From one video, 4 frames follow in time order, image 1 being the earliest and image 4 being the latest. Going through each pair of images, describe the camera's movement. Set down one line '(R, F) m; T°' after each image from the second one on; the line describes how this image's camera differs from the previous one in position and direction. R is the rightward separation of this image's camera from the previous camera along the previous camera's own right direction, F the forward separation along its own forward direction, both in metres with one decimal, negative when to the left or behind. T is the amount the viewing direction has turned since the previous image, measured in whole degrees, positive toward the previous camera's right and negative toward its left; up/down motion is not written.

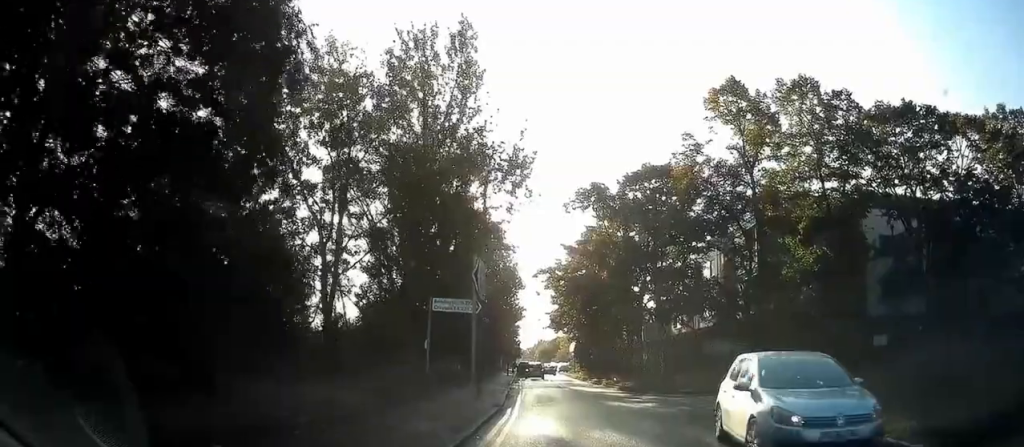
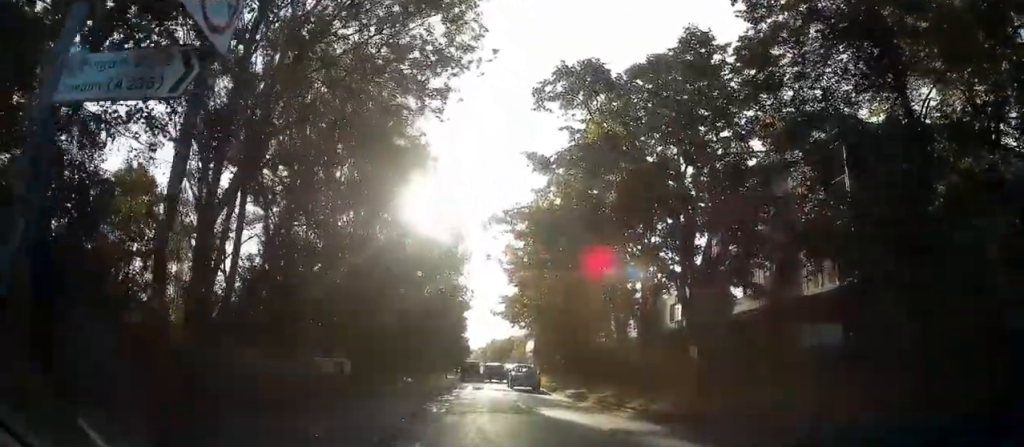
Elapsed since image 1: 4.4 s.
(+1.0, +15.1) m; +21°
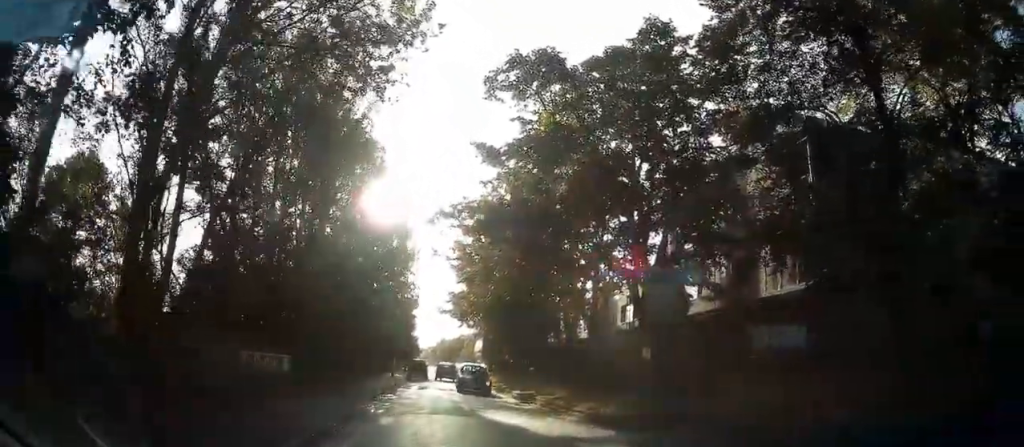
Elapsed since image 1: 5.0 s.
(0.0, +0.9) m; +8°
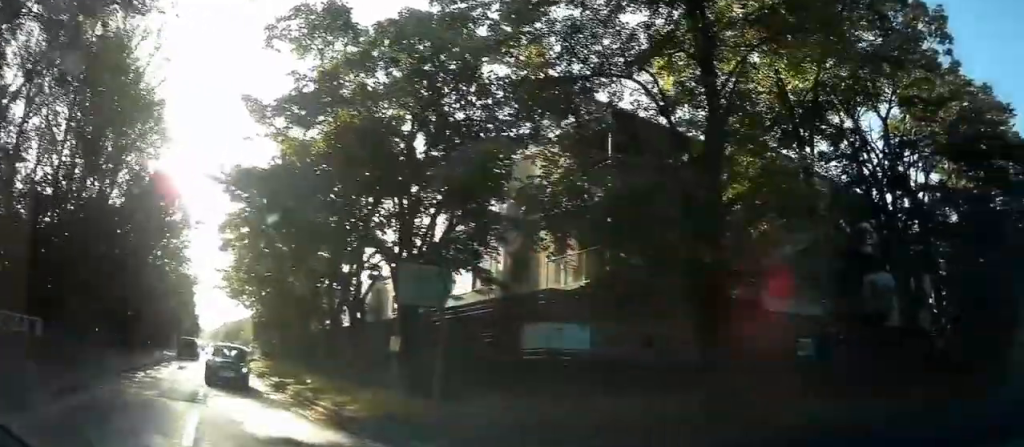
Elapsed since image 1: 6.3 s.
(+0.6, +2.1) m; +25°
